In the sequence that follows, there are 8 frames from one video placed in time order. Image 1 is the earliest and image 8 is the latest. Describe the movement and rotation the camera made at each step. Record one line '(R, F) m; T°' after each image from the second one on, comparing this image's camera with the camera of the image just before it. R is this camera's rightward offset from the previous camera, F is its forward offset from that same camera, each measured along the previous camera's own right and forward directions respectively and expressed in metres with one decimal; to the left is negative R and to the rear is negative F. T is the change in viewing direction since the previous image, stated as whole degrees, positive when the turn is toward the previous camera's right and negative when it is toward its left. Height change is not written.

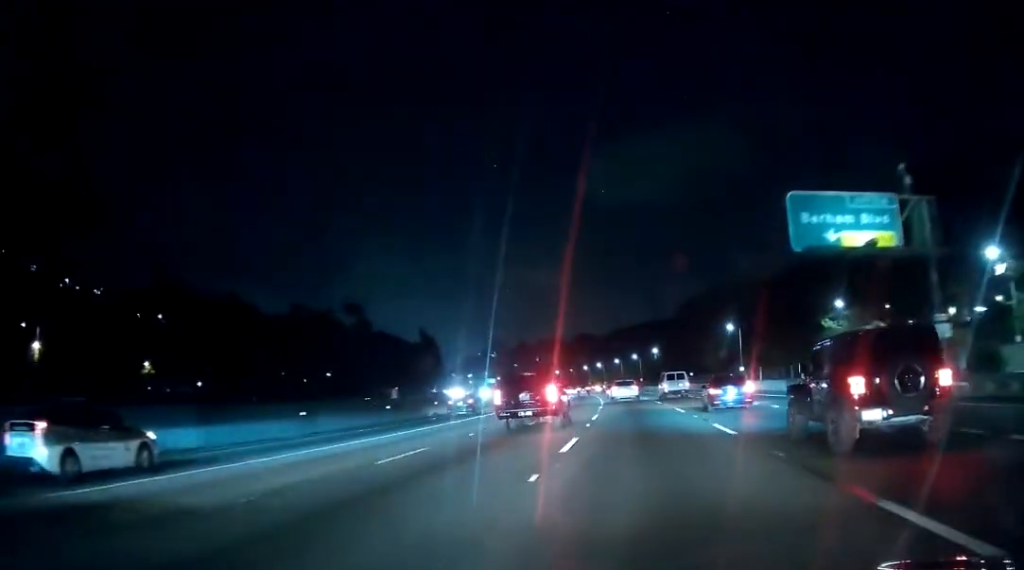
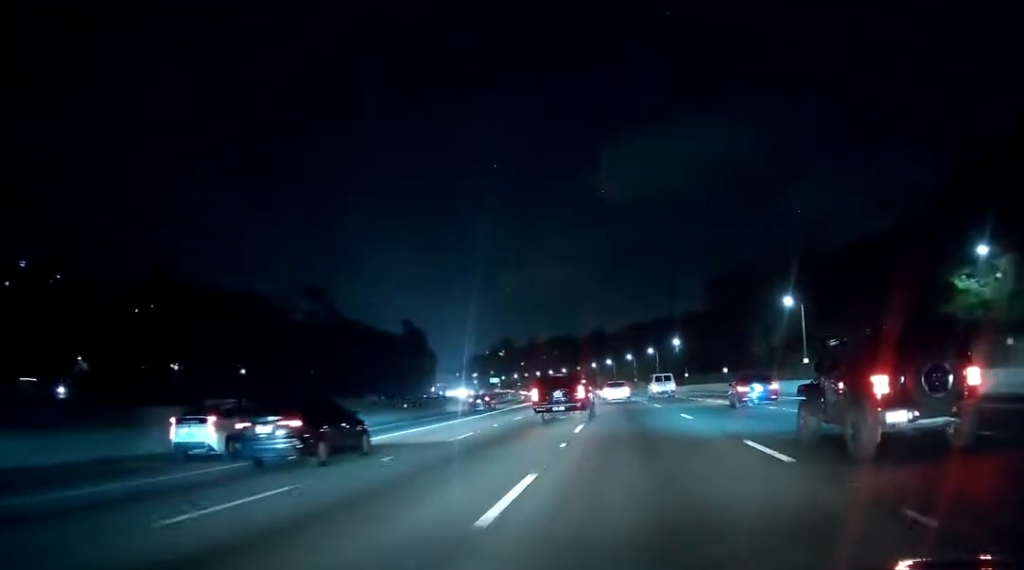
(-0.5, +38.0) m; -1°
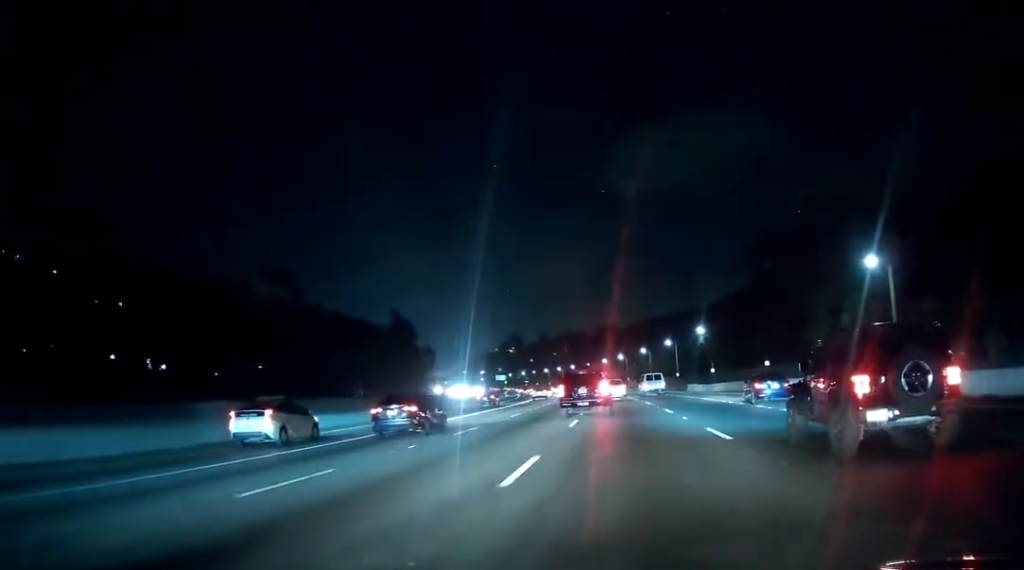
(+0.1, +26.1) m; 0°
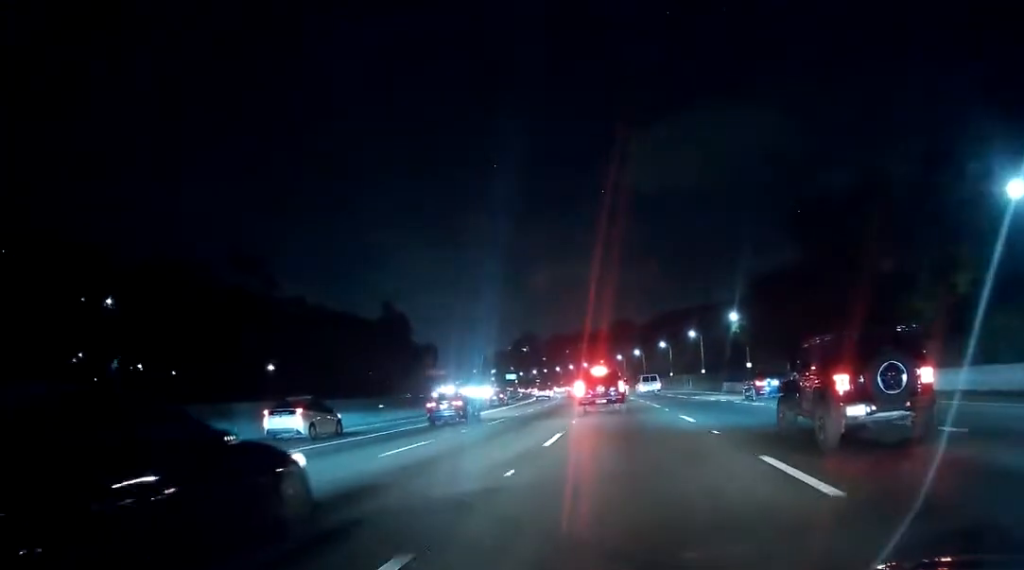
(-0.4, +22.9) m; -2°
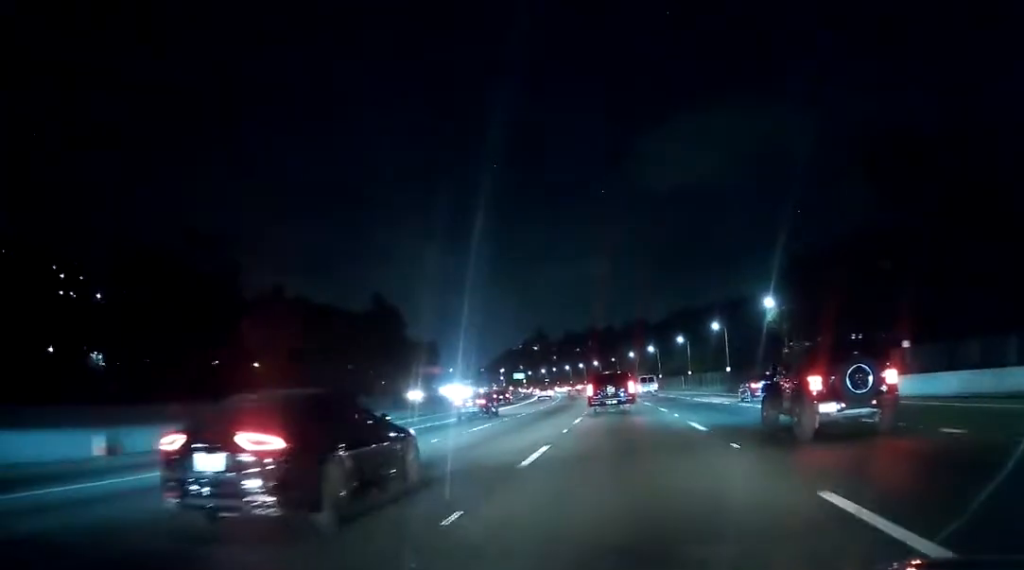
(-0.2, +18.4) m; -1°
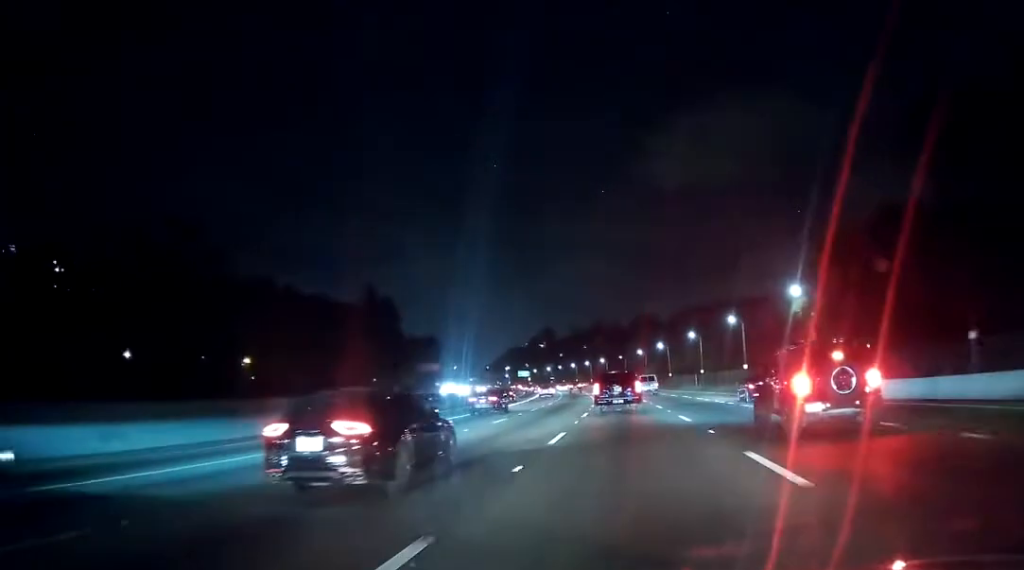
(0.0, +9.9) m; 0°
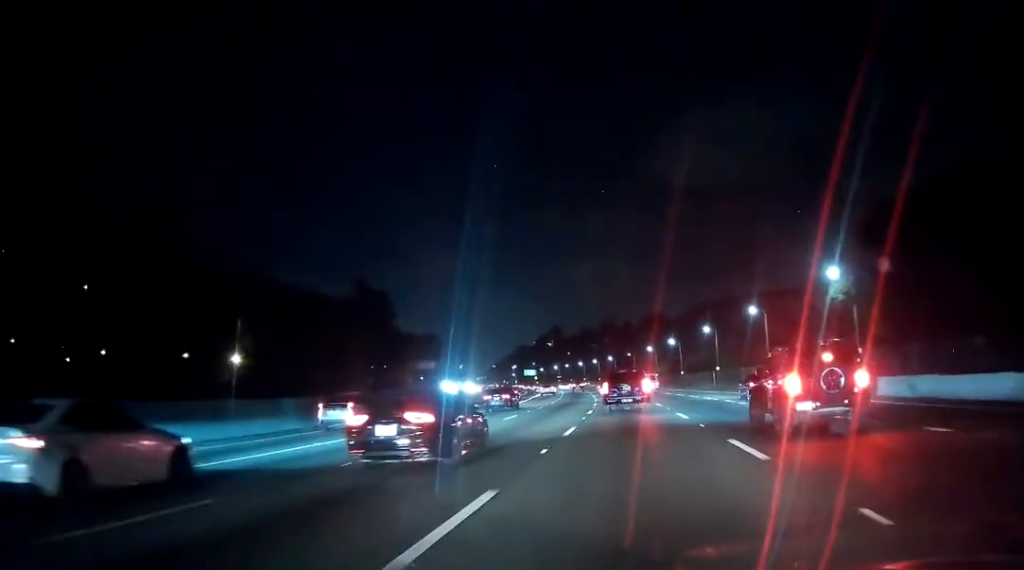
(0.0, +12.0) m; -1°
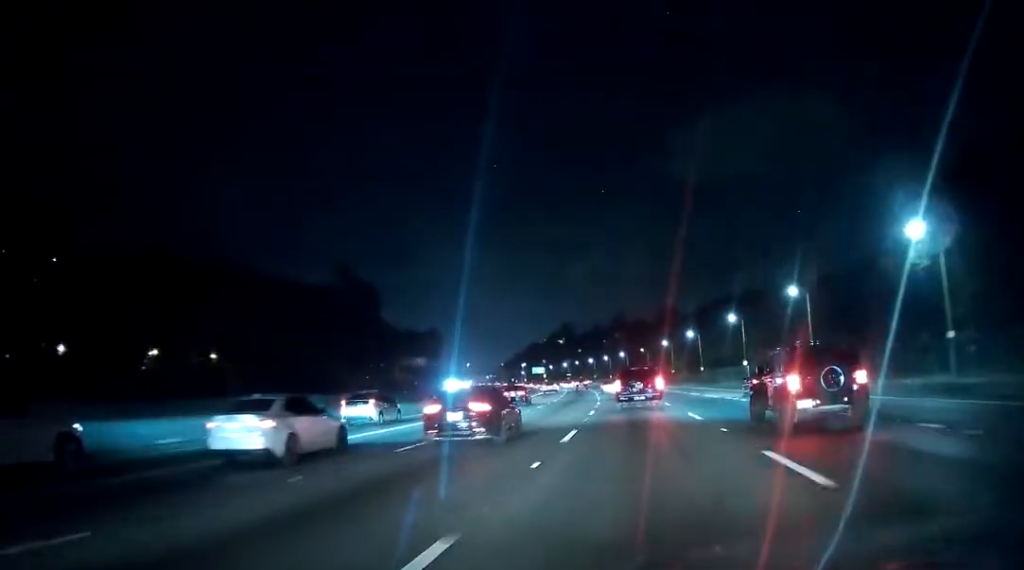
(-0.2, +17.1) m; -1°
